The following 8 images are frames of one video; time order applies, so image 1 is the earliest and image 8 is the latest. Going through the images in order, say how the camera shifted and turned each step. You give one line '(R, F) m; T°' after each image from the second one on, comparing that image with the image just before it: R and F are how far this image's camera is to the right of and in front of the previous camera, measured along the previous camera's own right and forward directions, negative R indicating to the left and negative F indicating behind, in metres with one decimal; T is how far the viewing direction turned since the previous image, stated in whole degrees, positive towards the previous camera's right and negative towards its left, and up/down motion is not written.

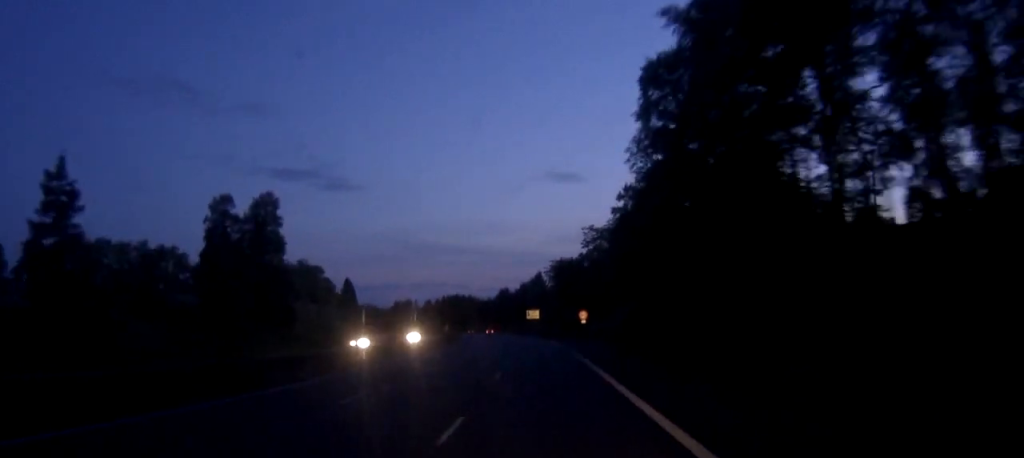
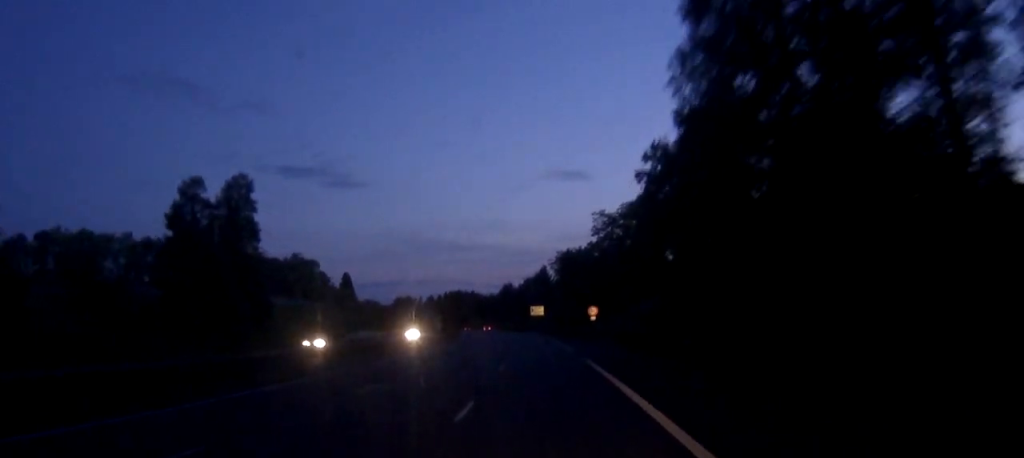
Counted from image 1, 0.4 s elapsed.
(0.0, +10.6) m; -1°
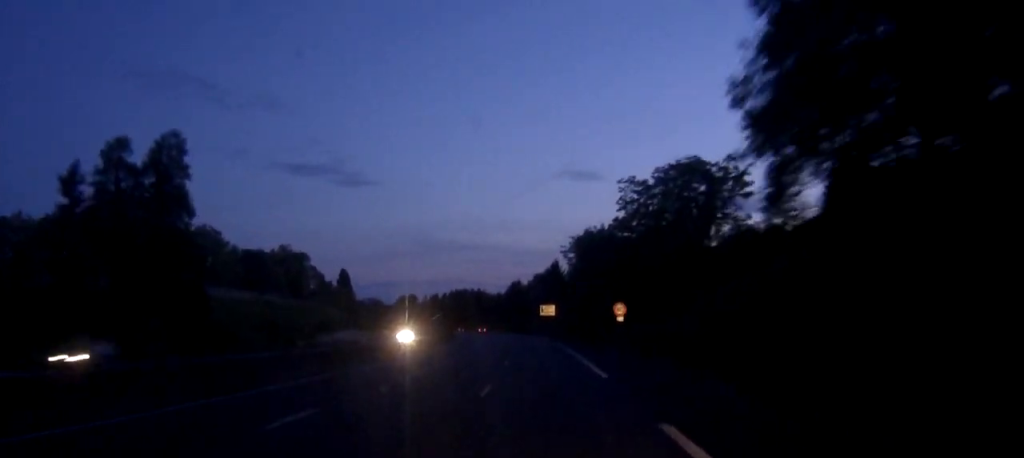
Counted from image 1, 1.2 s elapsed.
(-0.2, +20.2) m; -1°
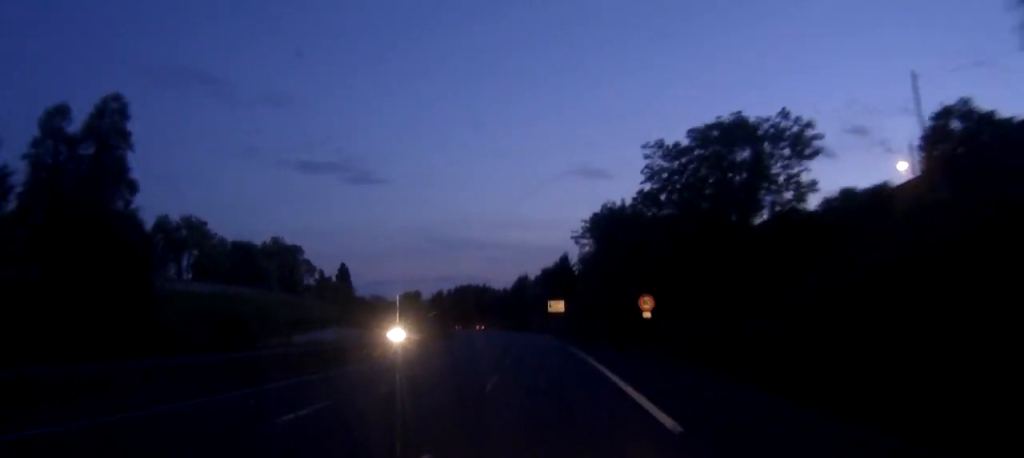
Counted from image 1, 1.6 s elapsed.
(-0.1, +12.3) m; -1°
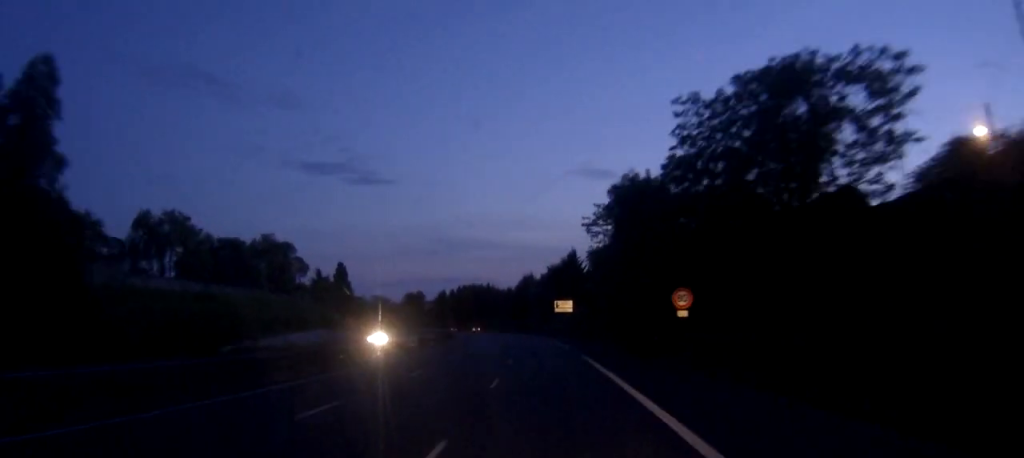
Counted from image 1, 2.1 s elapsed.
(-0.1, +11.3) m; -1°
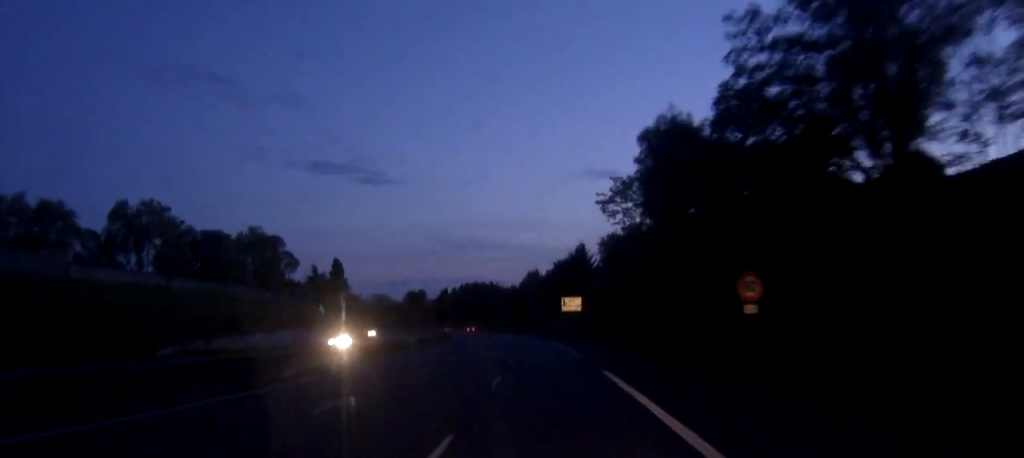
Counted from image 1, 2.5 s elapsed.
(0.0, +12.2) m; -1°
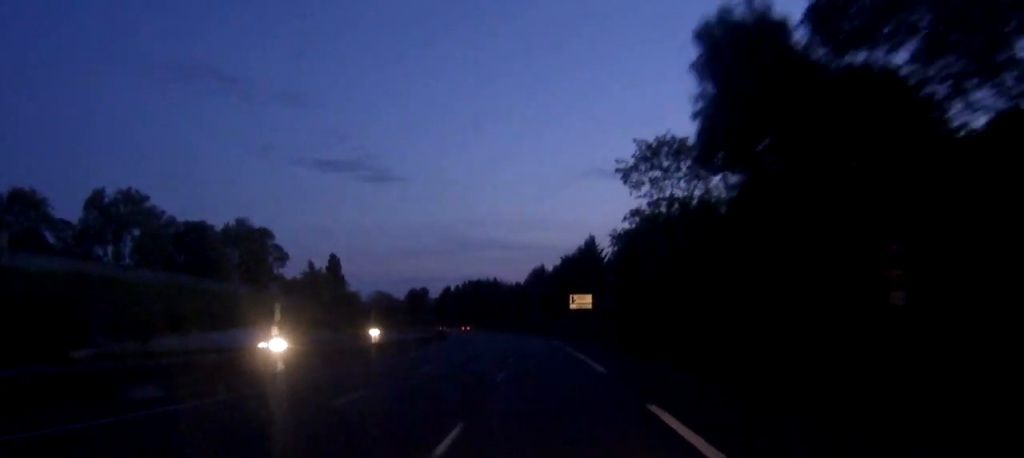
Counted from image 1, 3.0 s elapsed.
(-0.1, +11.2) m; -1°
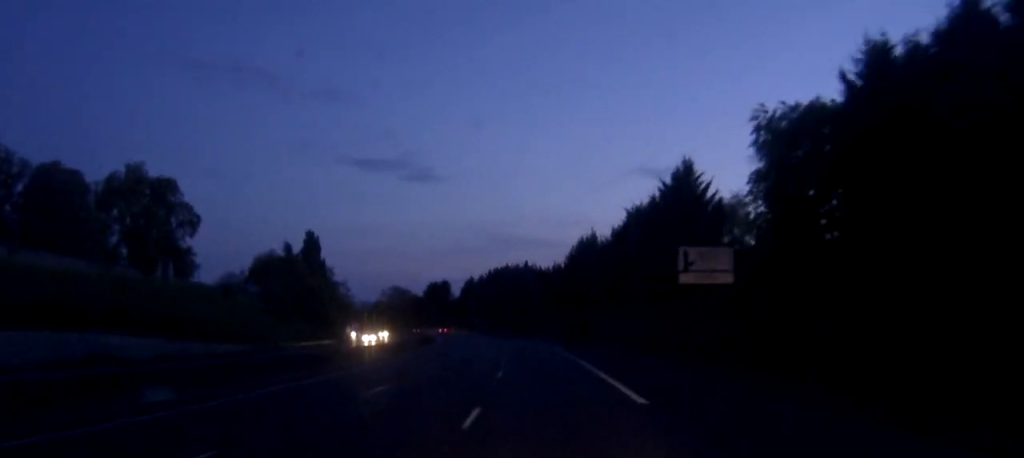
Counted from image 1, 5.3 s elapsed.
(-1.7, +57.5) m; -3°
